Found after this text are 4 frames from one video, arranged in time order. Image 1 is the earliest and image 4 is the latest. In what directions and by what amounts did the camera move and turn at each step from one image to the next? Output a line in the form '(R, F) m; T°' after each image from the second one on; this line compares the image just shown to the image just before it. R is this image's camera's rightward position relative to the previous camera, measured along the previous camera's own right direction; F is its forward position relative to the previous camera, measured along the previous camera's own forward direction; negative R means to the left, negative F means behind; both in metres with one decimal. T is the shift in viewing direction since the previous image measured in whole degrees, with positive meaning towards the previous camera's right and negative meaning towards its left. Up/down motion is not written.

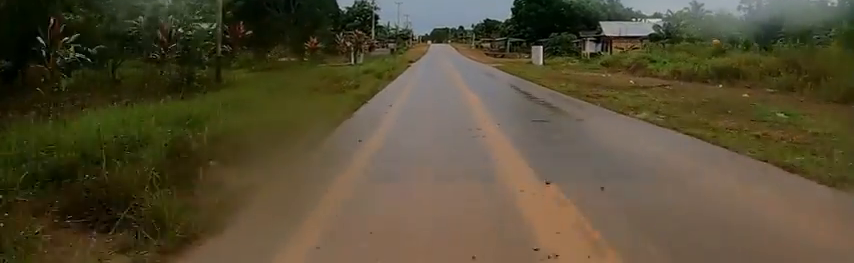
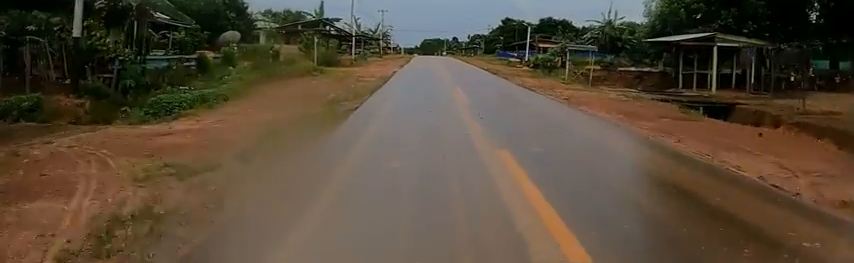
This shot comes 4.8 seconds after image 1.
(+0.6, +60.9) m; 0°
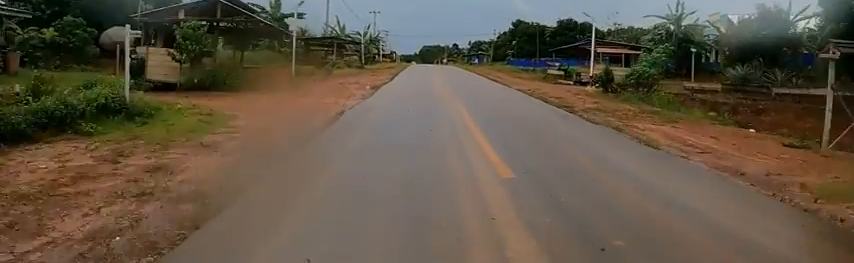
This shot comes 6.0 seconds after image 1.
(-0.4, +14.8) m; 0°
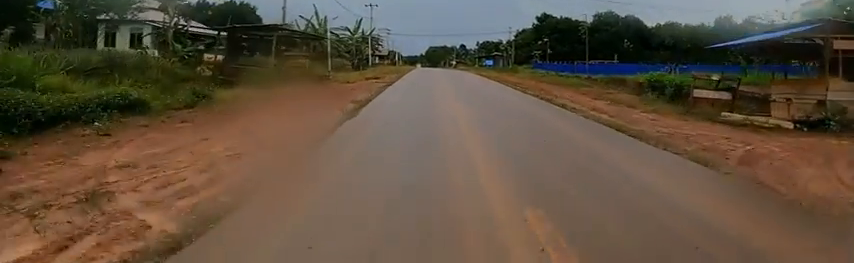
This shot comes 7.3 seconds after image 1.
(+0.5, +15.5) m; 0°
